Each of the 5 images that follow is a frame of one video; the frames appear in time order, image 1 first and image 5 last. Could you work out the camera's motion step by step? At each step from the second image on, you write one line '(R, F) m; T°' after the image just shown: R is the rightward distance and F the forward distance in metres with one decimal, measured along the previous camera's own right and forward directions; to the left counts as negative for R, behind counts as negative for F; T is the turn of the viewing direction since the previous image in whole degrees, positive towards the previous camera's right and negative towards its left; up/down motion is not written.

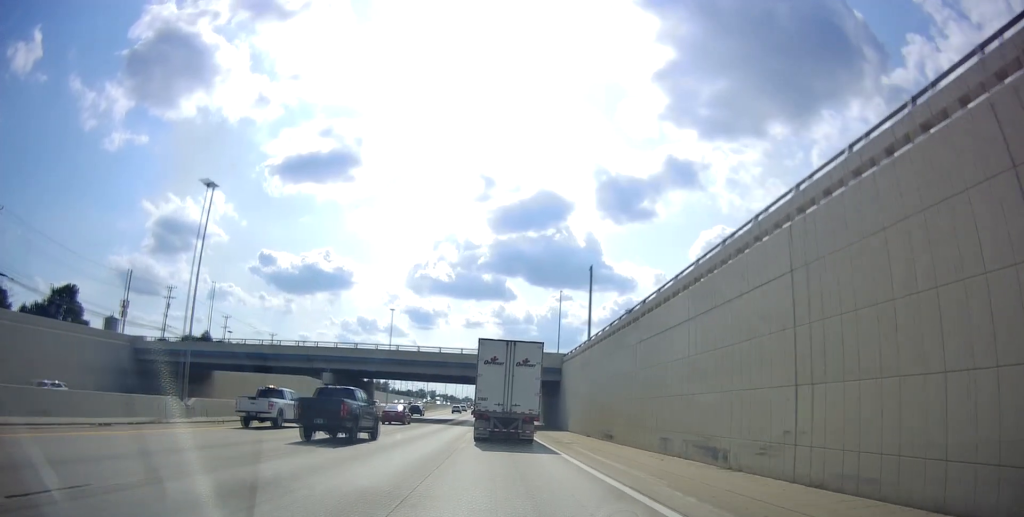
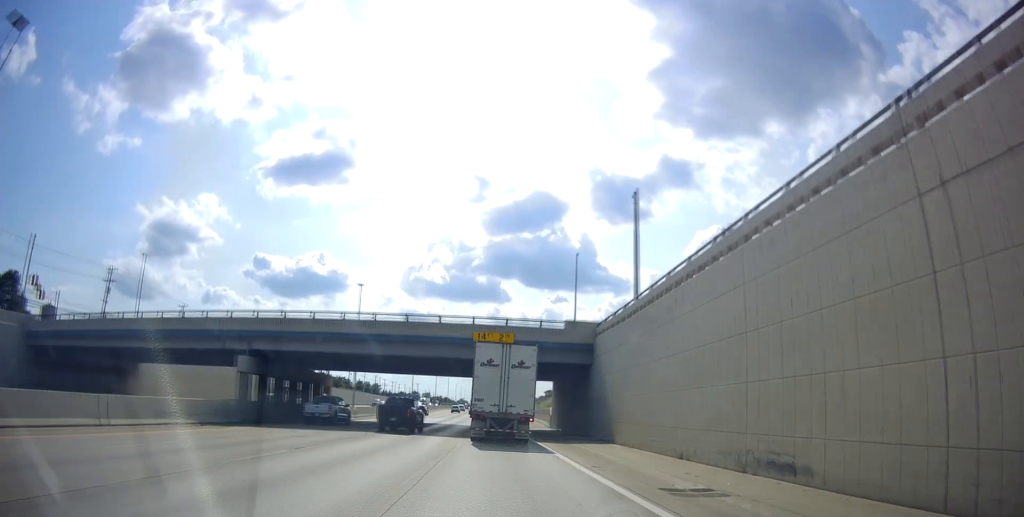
(-0.6, +19.6) m; -1°
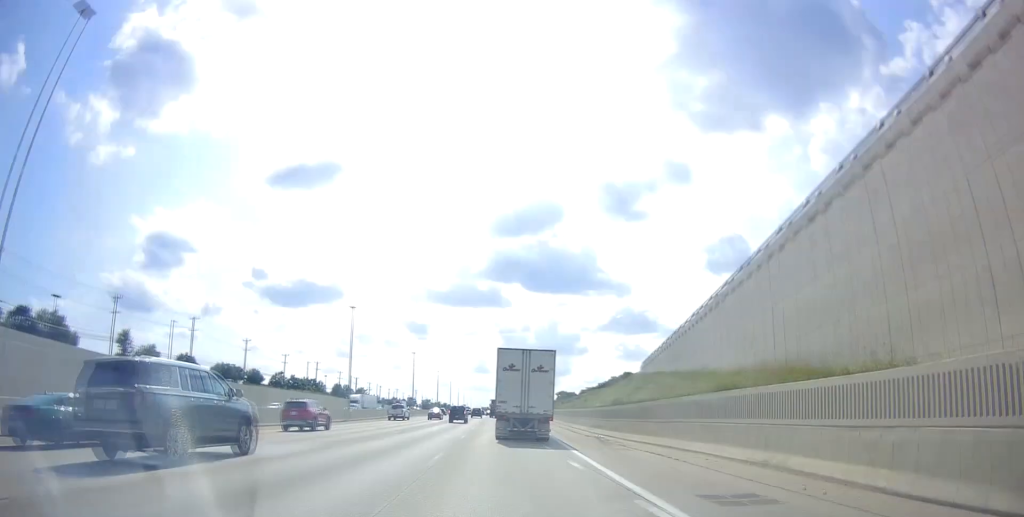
(+0.2, +57.5) m; -1°
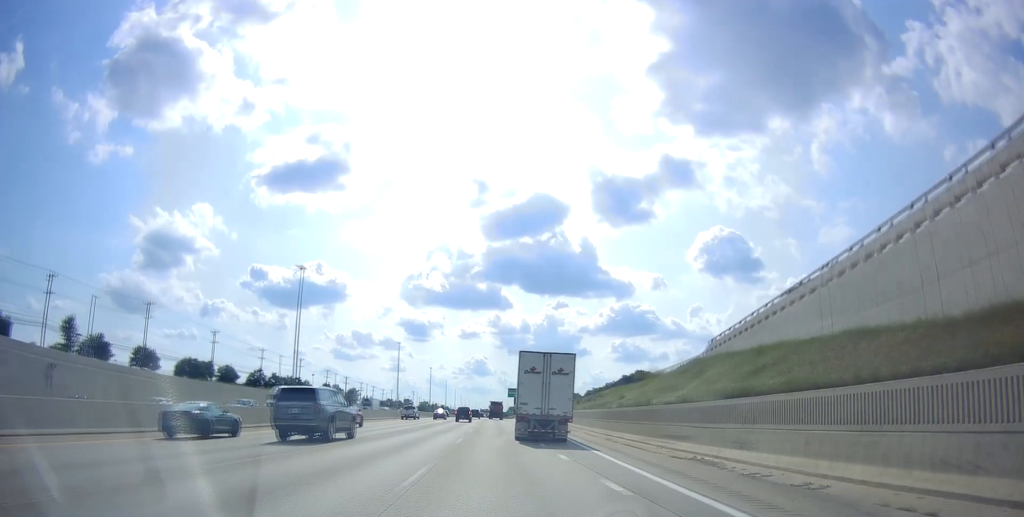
(-0.2, +19.5) m; 0°
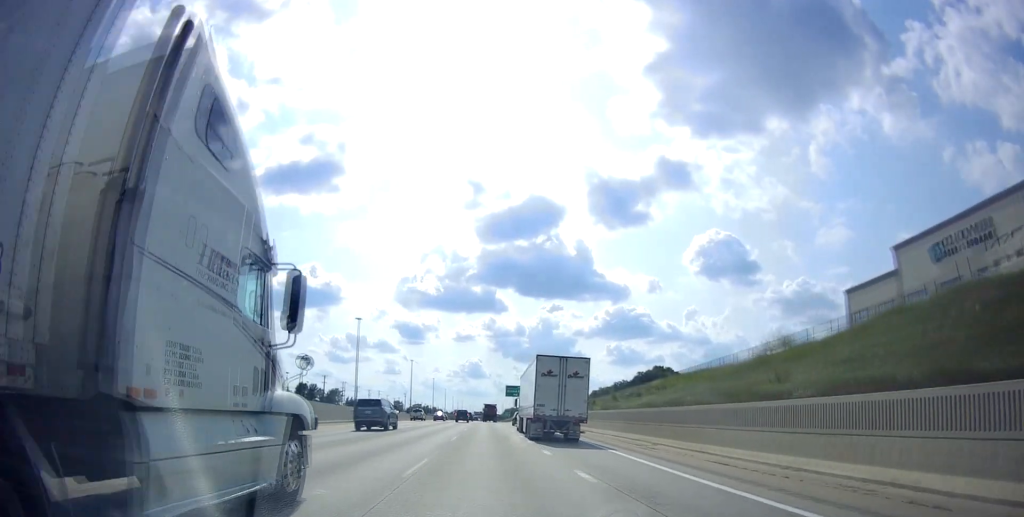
(+0.5, +29.0) m; +2°
